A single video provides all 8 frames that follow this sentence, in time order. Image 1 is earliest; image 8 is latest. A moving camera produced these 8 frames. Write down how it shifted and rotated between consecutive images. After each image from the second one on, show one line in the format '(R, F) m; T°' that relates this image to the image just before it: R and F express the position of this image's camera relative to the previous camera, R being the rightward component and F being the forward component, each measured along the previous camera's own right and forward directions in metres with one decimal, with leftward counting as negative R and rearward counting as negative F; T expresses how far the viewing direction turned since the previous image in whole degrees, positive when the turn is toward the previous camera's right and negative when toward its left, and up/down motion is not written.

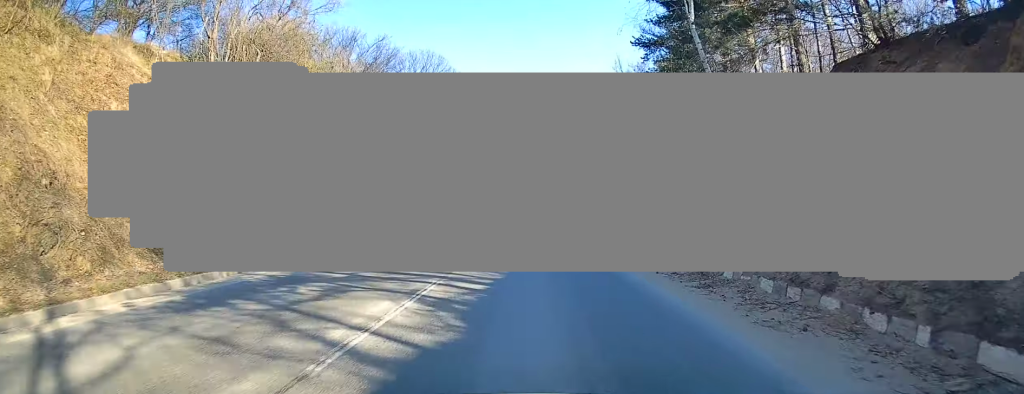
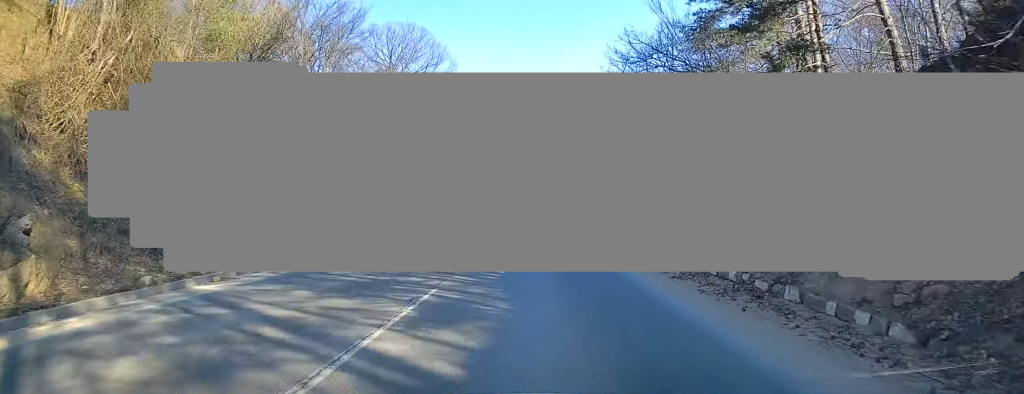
(+0.1, +9.8) m; -1°
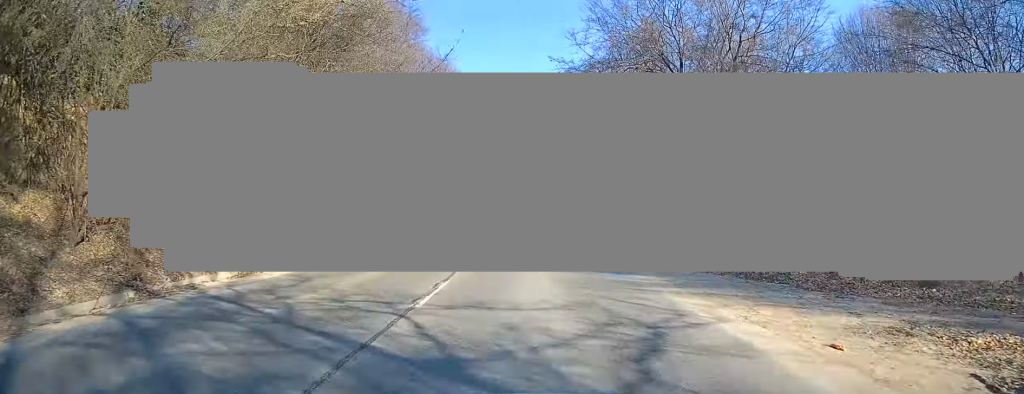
(-0.6, +35.4) m; 0°
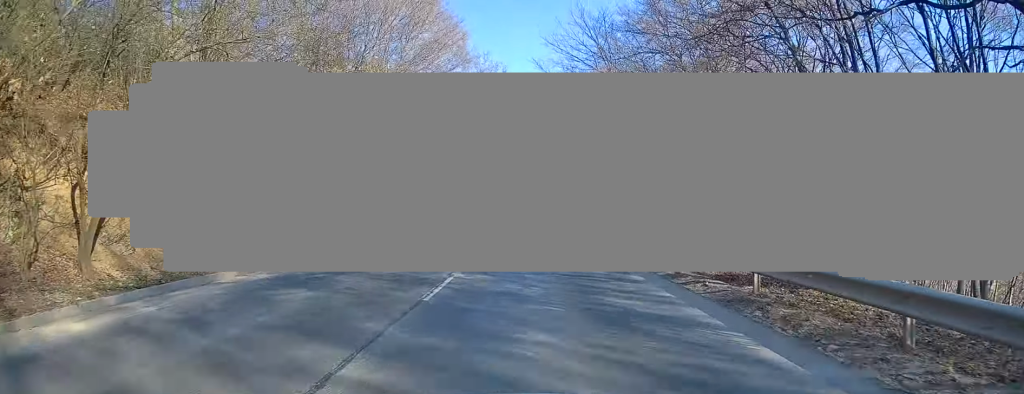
(+0.3, +27.0) m; +1°
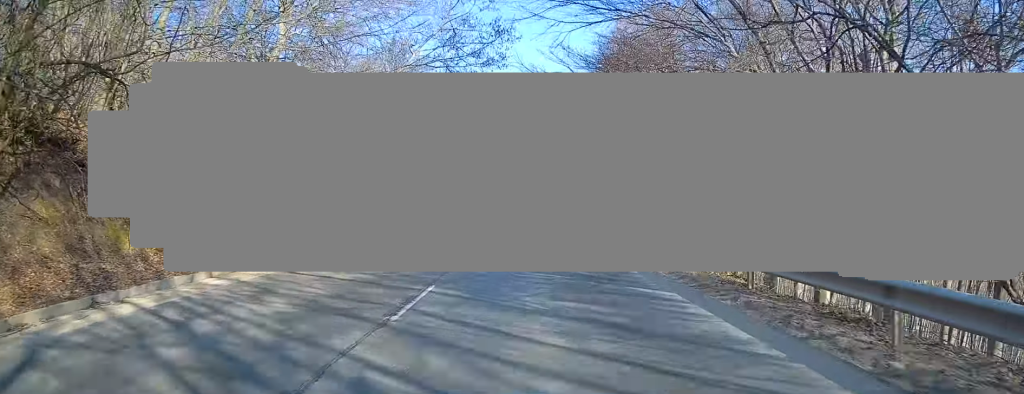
(0.0, +19.9) m; 0°
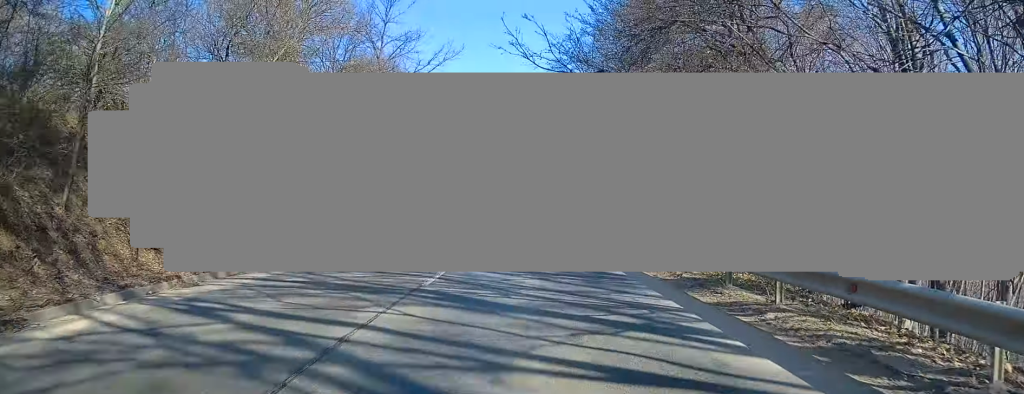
(0.0, +23.9) m; 0°
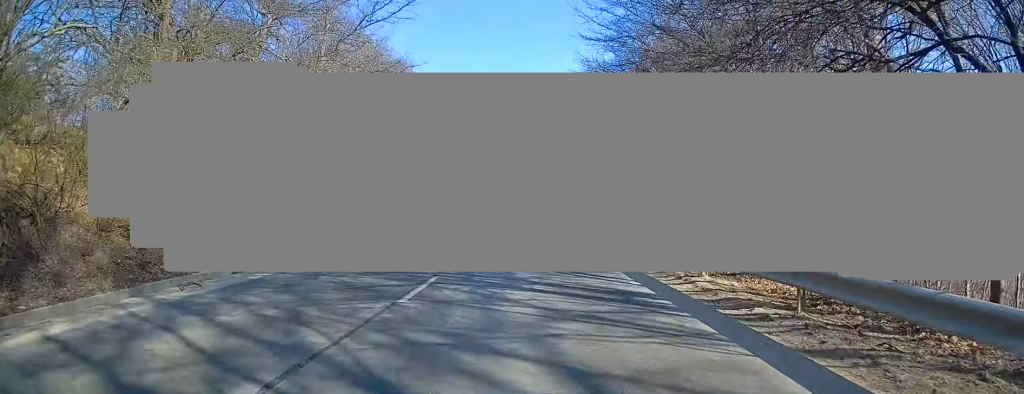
(0.0, +10.8) m; 0°
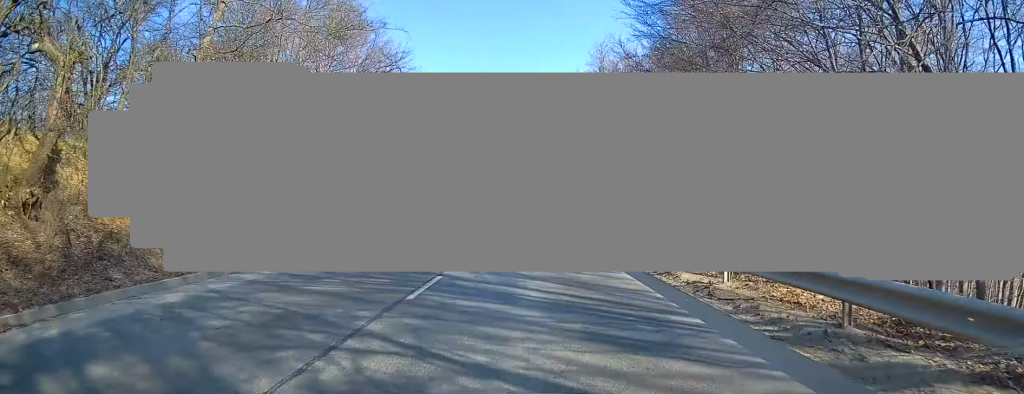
(+0.1, +9.1) m; 0°
